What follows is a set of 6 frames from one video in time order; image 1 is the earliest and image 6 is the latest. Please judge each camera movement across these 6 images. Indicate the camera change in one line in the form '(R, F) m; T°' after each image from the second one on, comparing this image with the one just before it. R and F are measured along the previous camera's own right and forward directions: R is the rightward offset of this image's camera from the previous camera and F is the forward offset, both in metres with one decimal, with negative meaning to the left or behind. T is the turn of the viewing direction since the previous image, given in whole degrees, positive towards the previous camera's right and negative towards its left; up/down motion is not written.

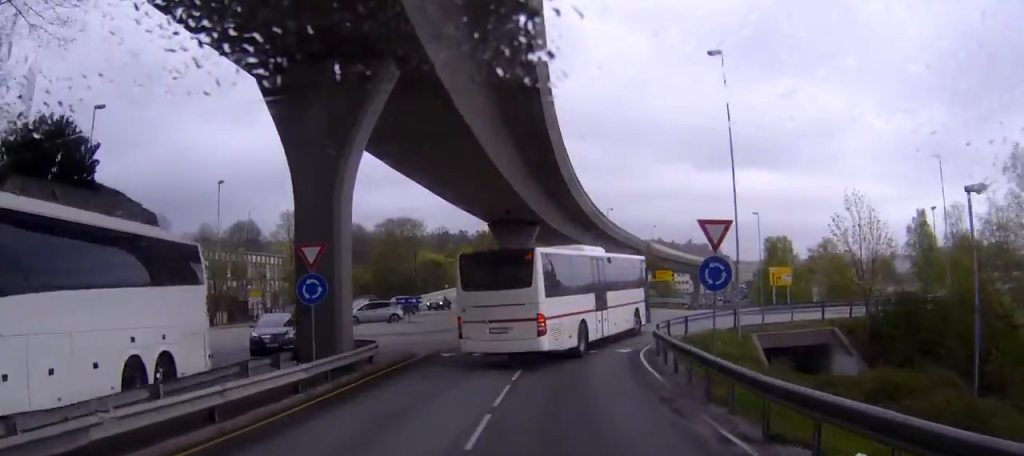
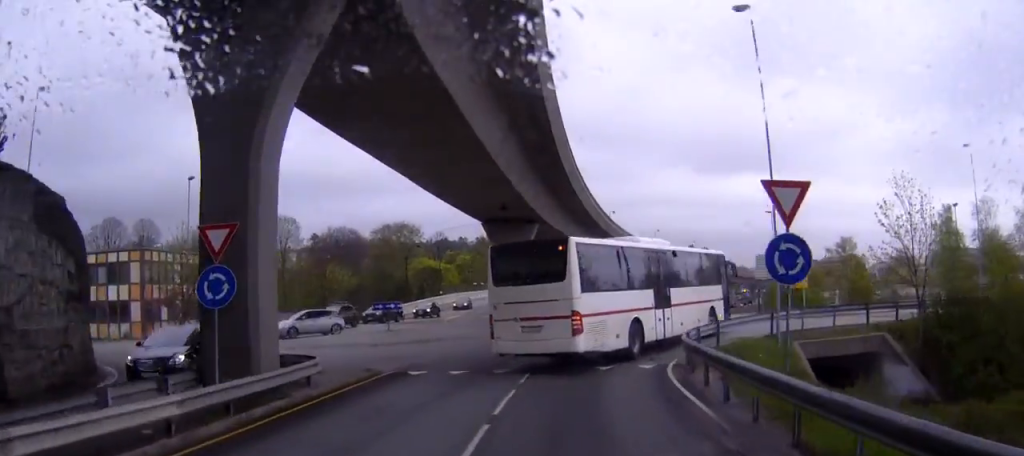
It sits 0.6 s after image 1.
(+0.3, +5.4) m; +1°
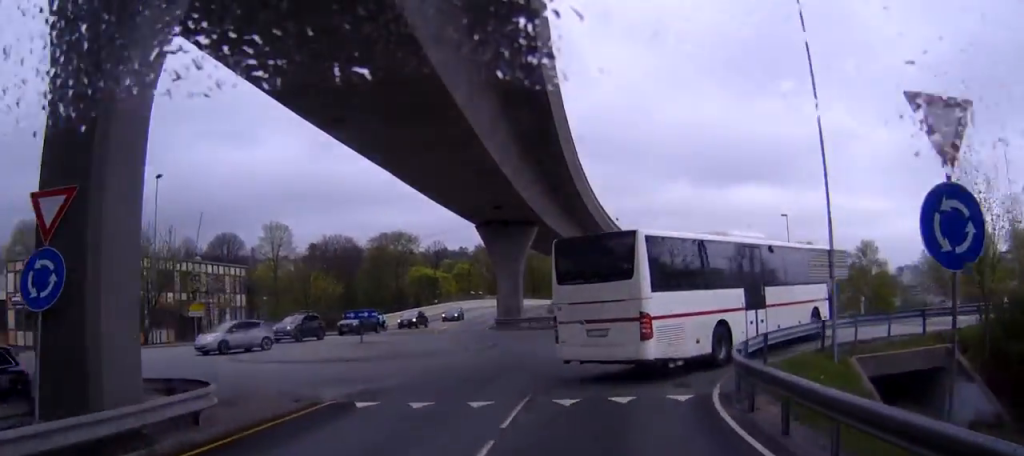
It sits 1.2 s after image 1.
(-0.2, +5.1) m; -2°
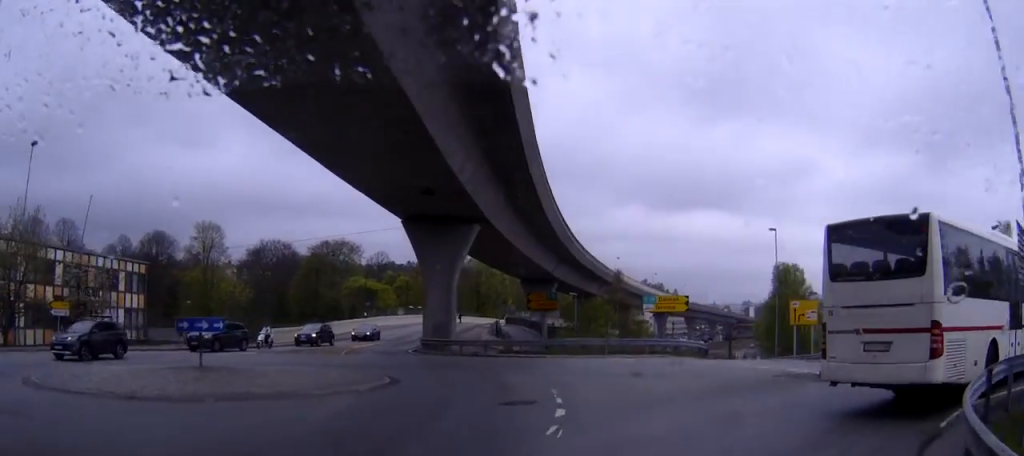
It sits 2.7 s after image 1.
(+0.2, +11.5) m; +10°
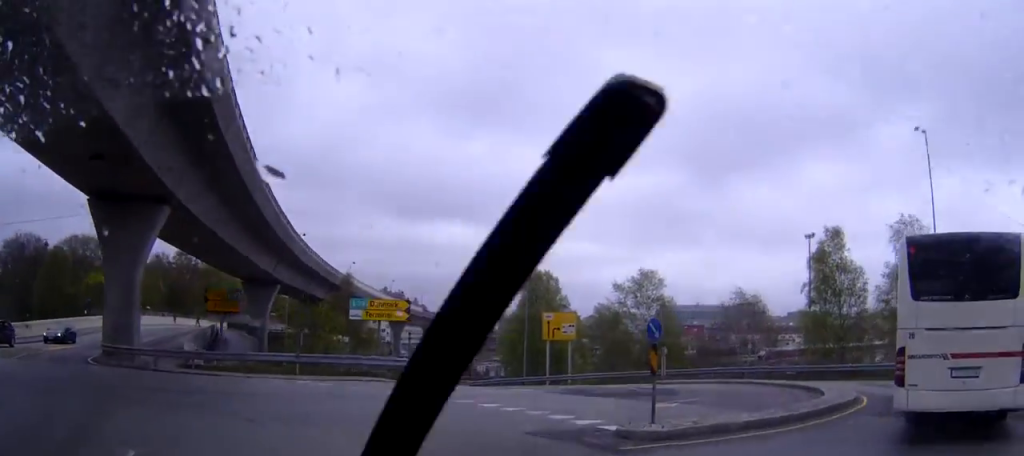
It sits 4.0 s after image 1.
(+1.6, +8.9) m; +20°
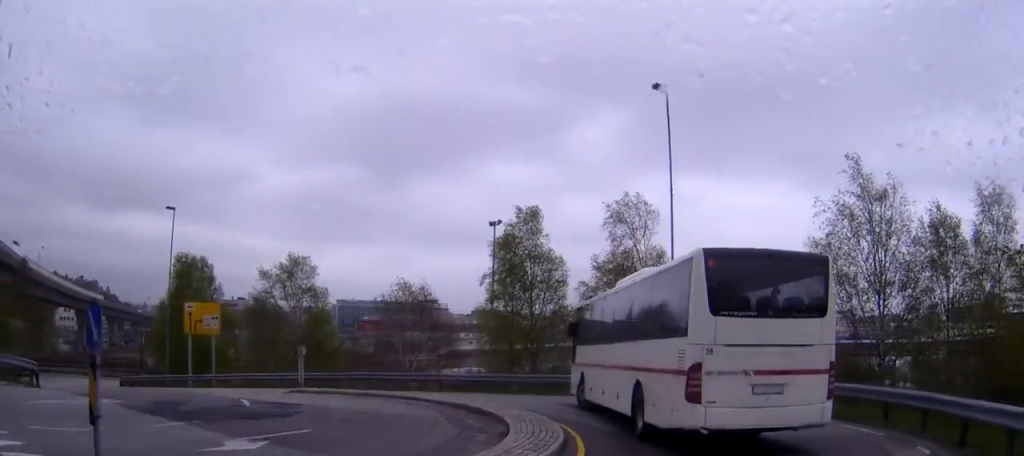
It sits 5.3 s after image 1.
(+1.3, +6.9) m; +26°
